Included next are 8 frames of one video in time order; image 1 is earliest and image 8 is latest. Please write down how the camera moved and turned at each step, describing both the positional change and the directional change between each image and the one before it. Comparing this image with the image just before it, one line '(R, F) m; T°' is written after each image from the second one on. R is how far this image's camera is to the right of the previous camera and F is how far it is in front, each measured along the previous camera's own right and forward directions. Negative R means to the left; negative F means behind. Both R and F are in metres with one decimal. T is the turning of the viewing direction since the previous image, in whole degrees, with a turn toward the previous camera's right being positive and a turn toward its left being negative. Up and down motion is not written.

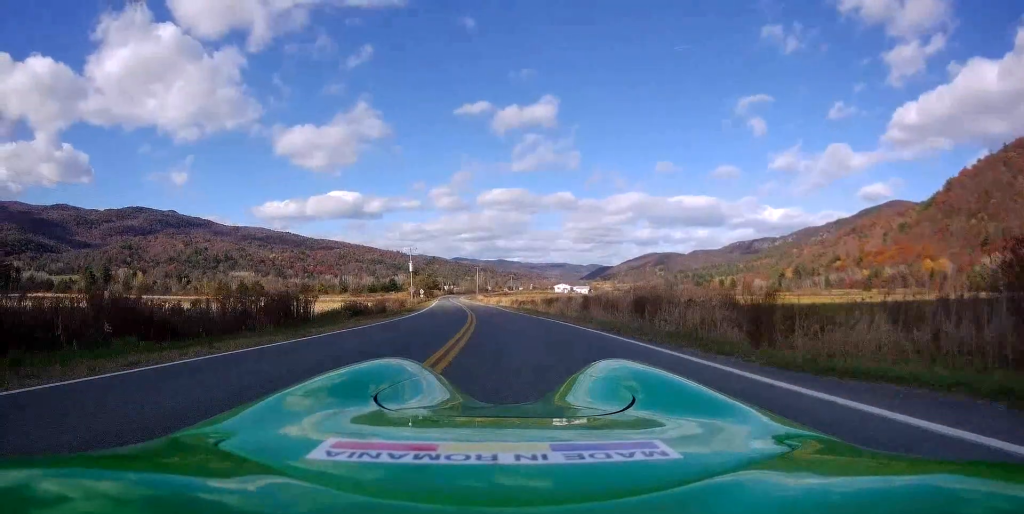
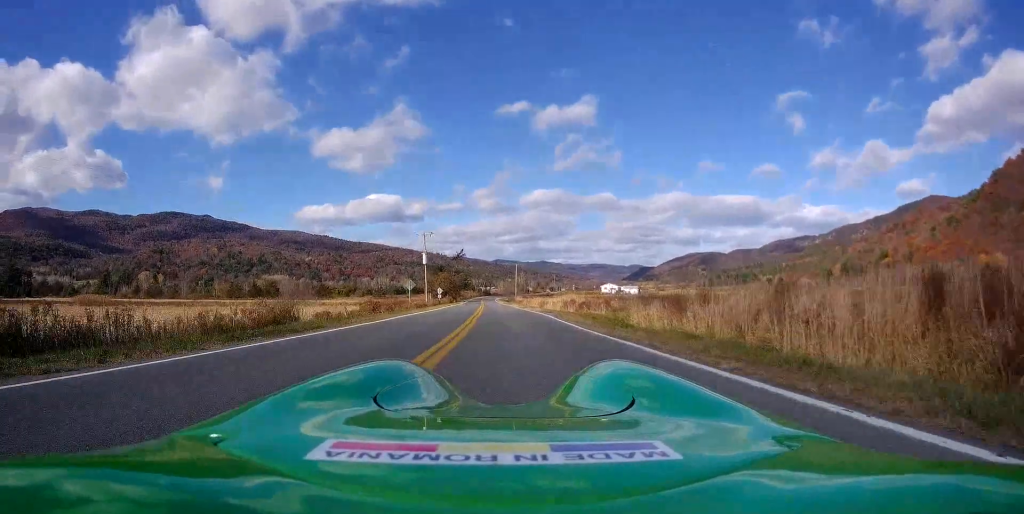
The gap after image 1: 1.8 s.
(-1.0, +28.6) m; -4°
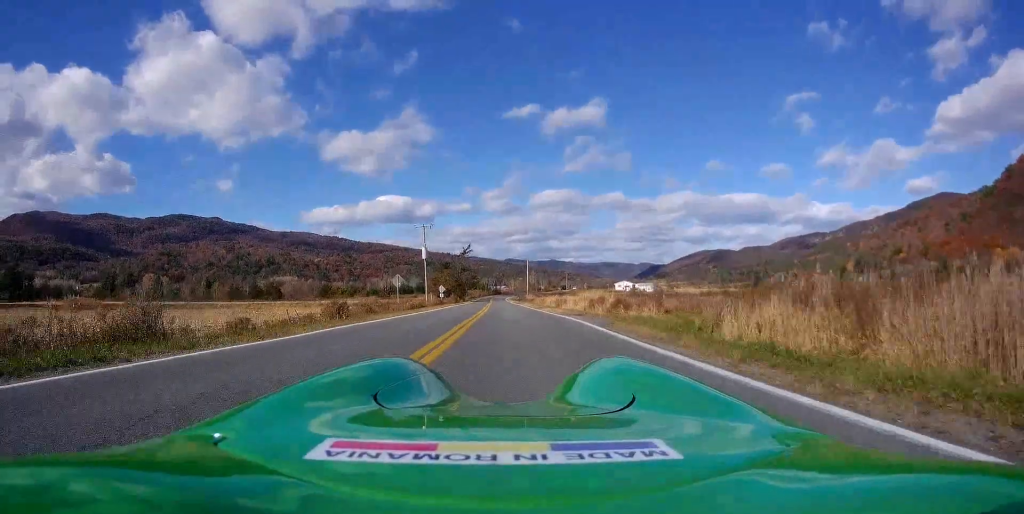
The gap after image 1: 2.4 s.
(-0.2, +9.9) m; -1°
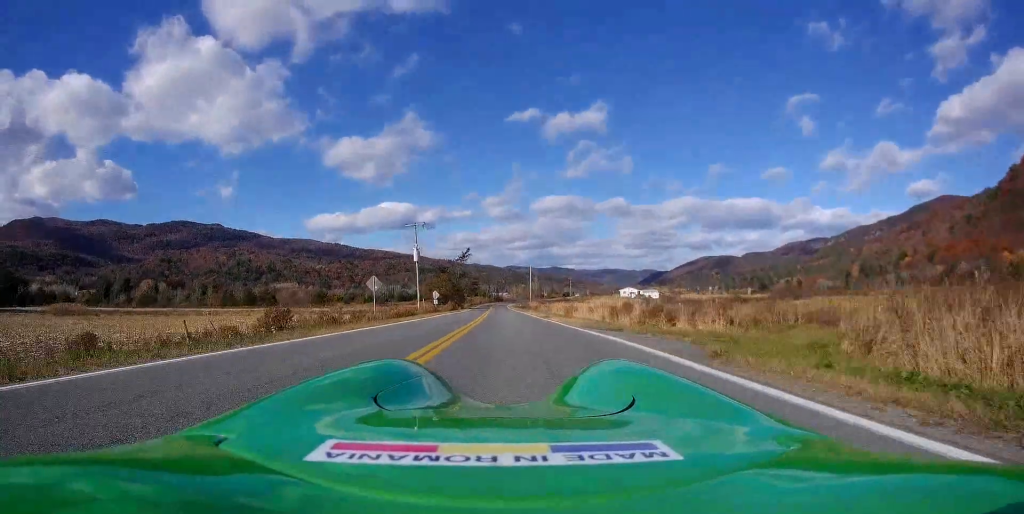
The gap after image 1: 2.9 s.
(0.0, +8.0) m; 0°
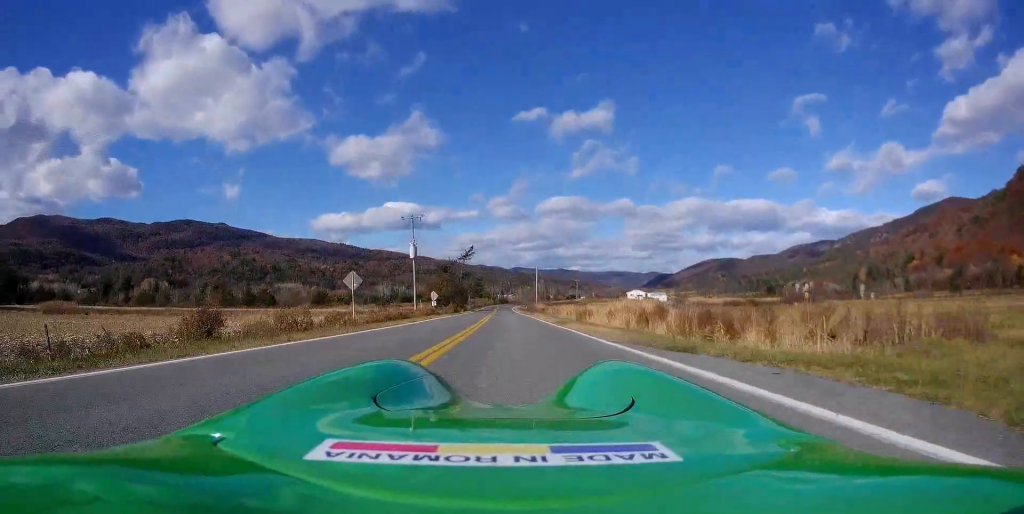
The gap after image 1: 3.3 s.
(0.0, +6.0) m; 0°
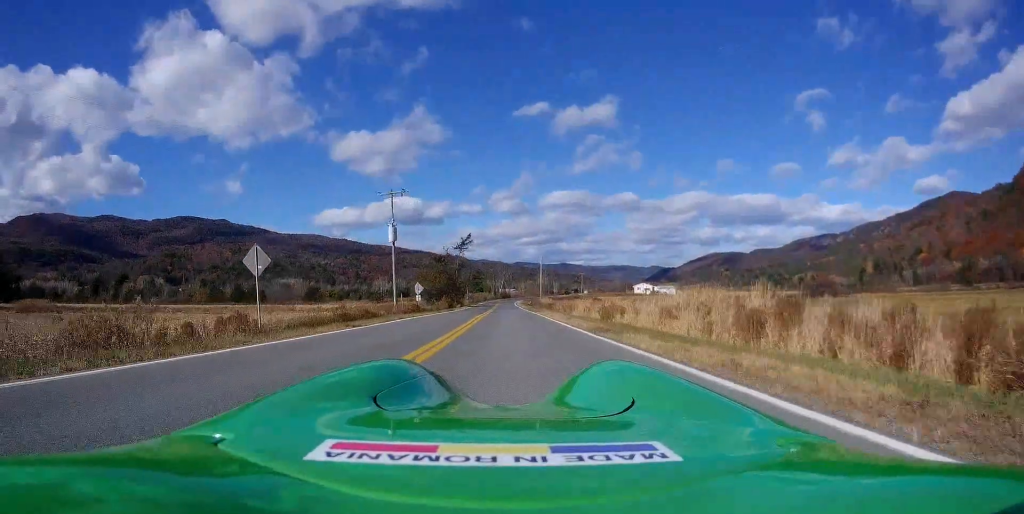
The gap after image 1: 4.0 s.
(-0.1, +12.1) m; 0°
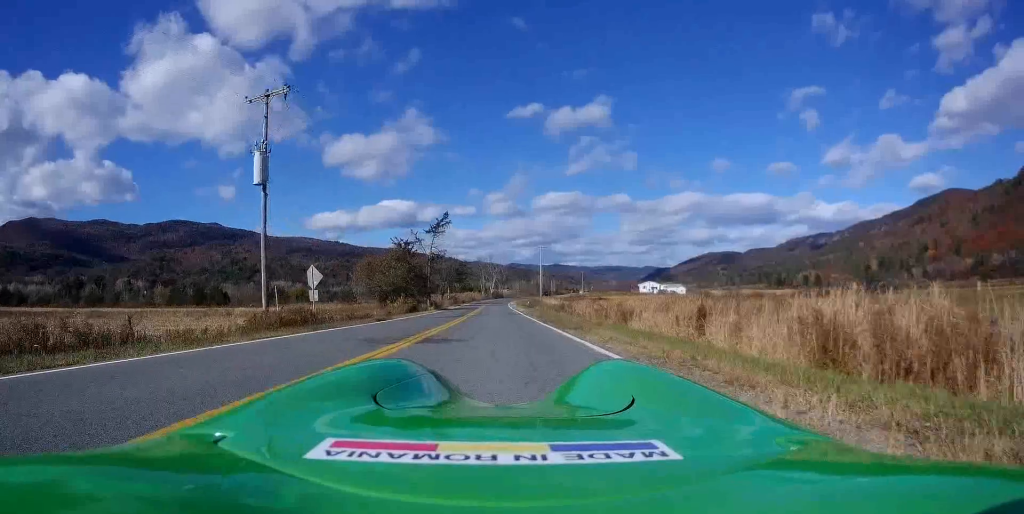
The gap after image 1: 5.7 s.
(+0.3, +26.2) m; +1°
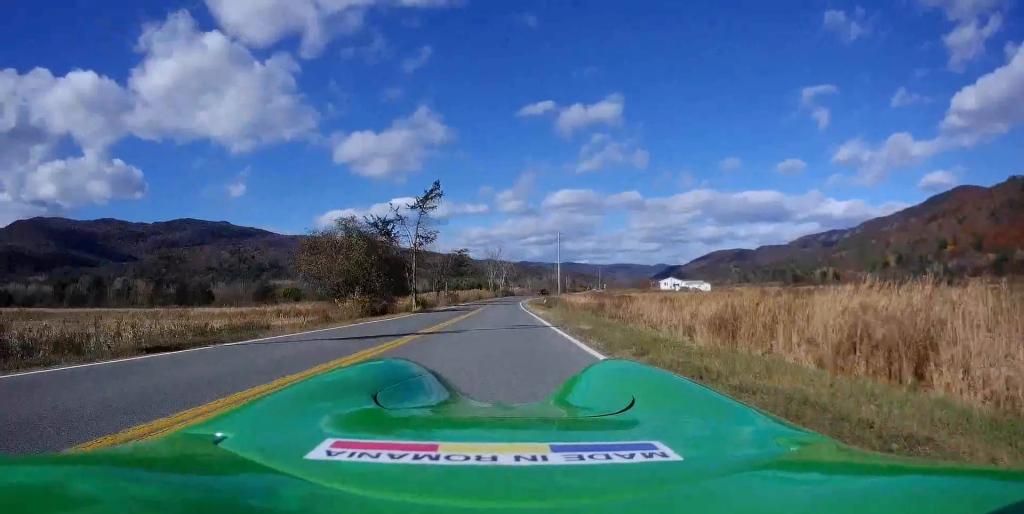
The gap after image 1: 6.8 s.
(-0.1, +18.2) m; -1°
